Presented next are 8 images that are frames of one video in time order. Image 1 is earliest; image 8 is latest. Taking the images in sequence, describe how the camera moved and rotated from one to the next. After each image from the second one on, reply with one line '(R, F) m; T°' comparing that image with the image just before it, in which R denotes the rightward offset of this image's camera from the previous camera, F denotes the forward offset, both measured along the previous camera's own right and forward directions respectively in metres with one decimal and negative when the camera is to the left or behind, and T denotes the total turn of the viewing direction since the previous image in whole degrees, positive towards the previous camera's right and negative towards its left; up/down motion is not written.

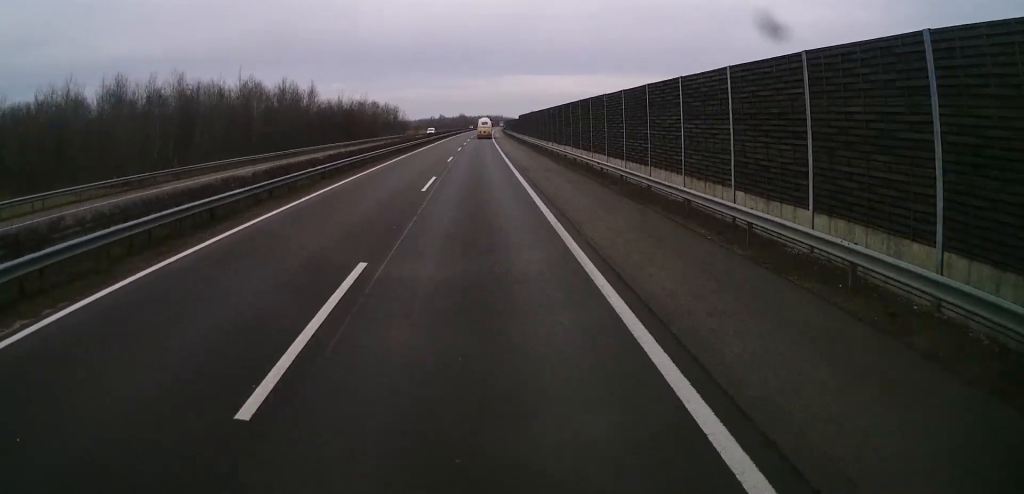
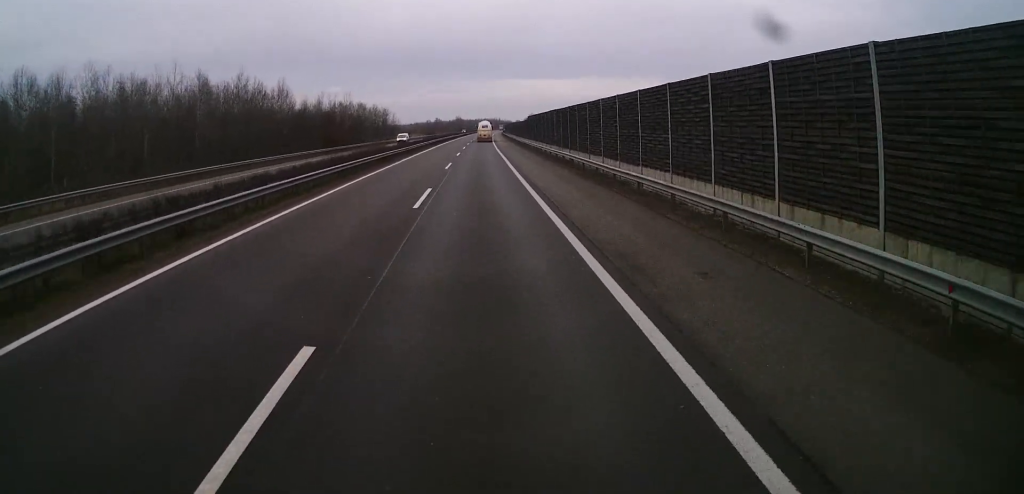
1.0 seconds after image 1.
(0.0, +22.3) m; -1°
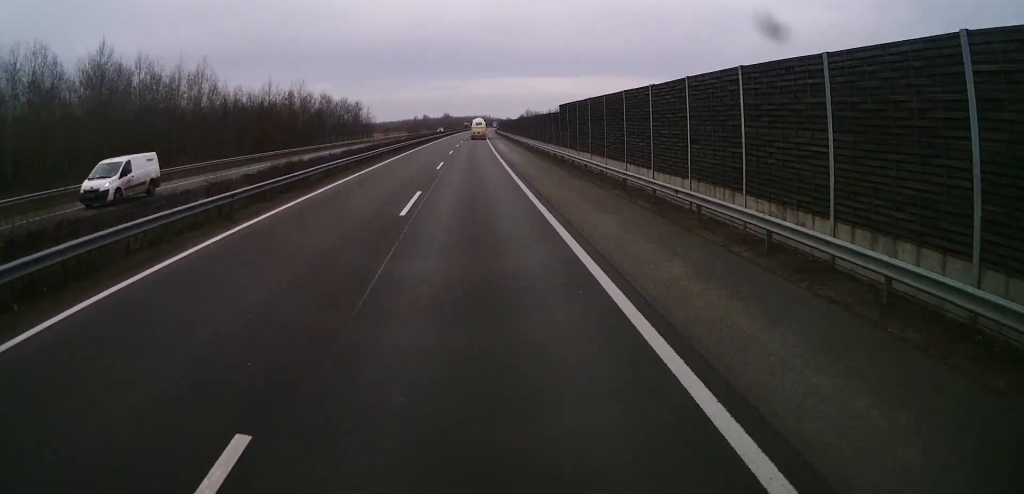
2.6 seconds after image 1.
(-0.6, +38.4) m; -1°
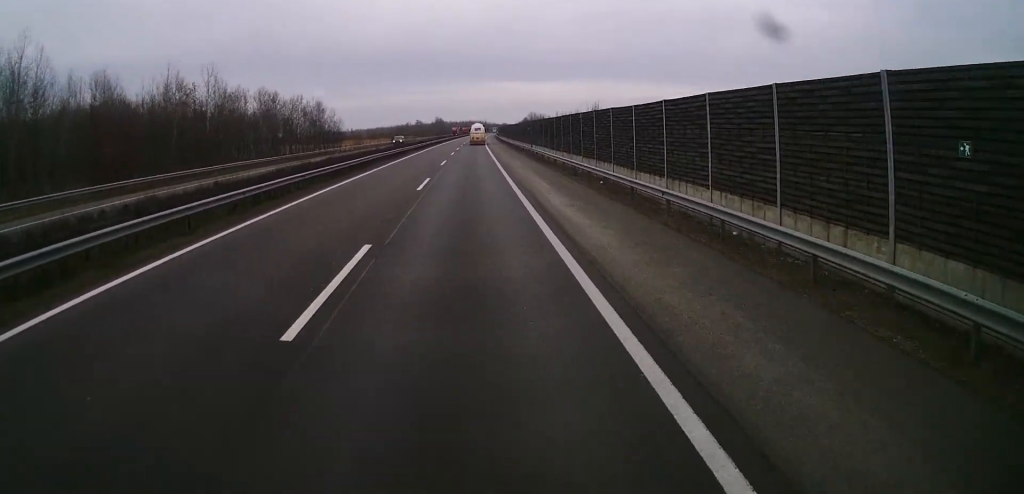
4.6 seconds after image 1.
(+0.8, +46.1) m; +2°
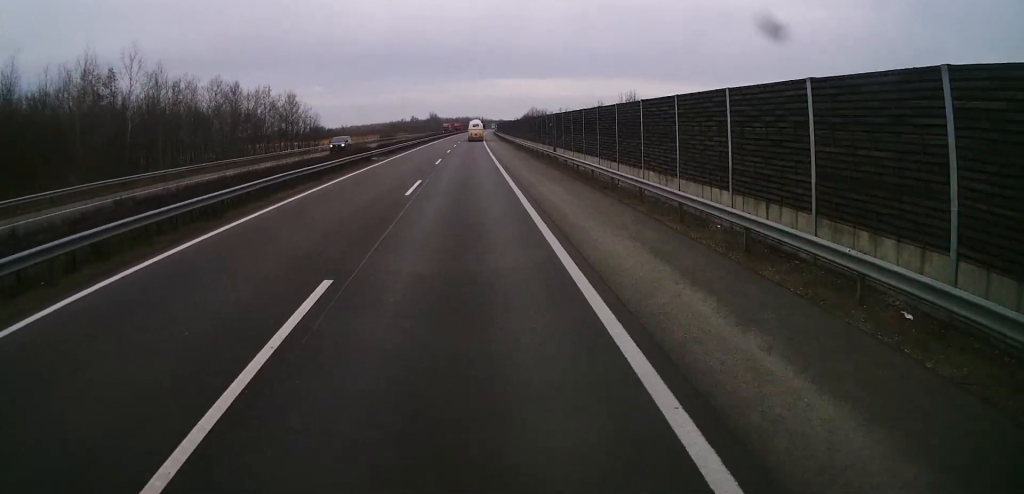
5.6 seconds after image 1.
(+0.1, +21.5) m; 0°
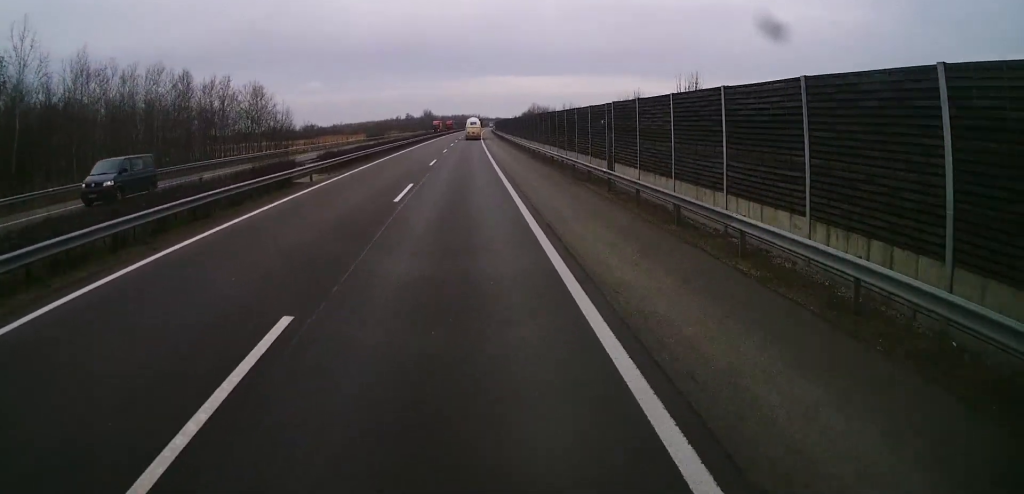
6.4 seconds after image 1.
(-0.1, +19.9) m; 0°
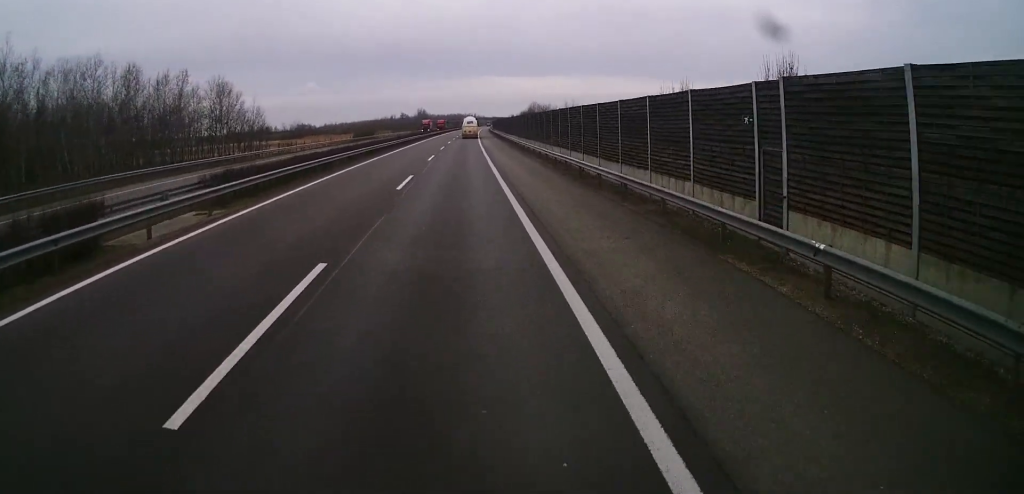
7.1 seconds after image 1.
(+0.2, +15.4) m; 0°
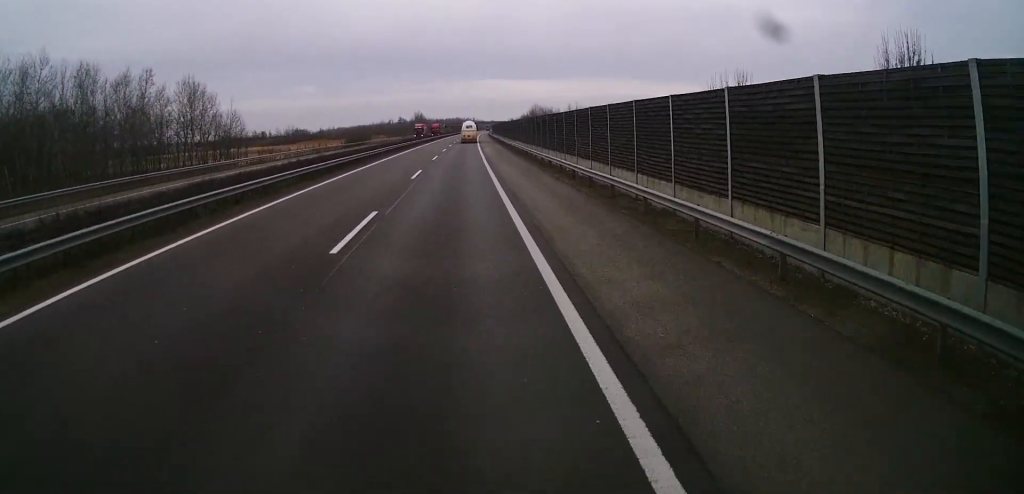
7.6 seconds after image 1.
(0.0, +10.8) m; 0°
